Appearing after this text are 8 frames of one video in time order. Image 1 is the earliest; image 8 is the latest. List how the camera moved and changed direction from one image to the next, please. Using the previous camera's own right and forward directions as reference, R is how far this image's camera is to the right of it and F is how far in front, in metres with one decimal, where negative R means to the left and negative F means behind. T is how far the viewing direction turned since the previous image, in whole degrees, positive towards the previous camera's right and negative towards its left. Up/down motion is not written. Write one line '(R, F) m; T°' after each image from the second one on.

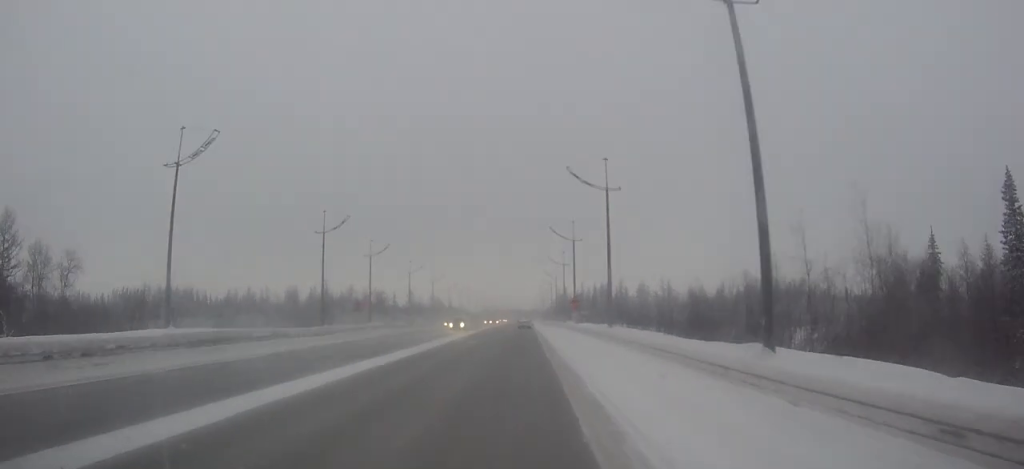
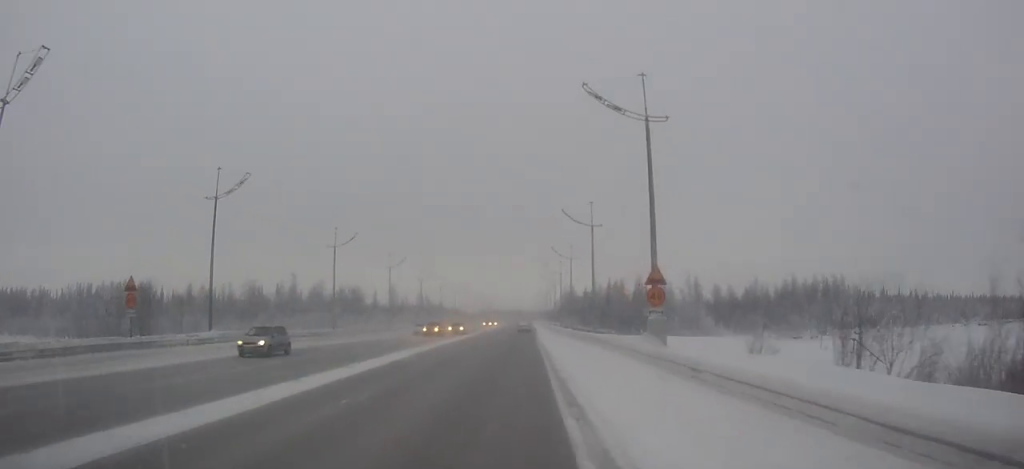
(-0.1, +39.5) m; 0°
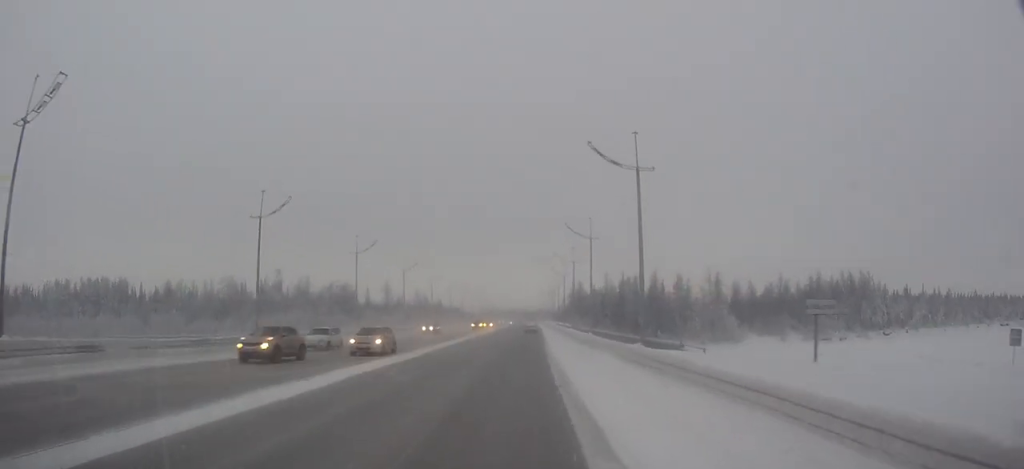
(0.0, +19.2) m; 0°
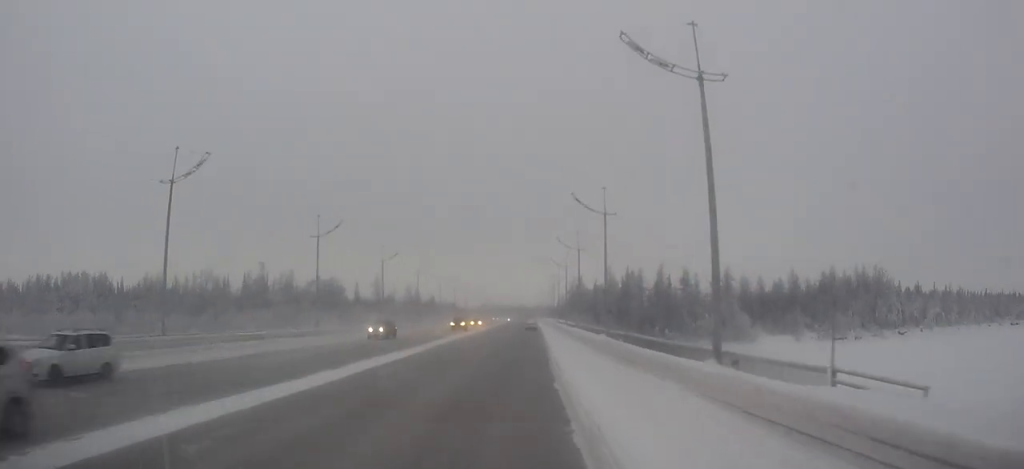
(0.0, +12.2) m; 0°
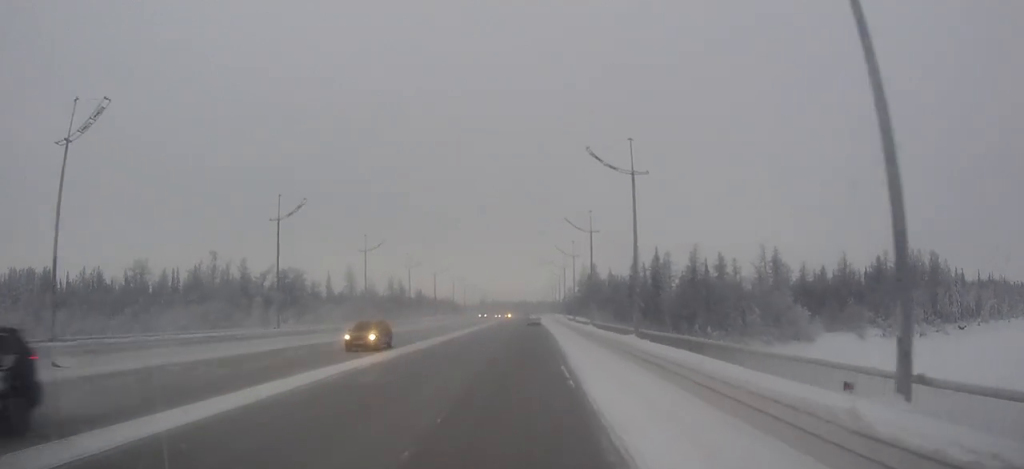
(0.0, +35.5) m; 0°
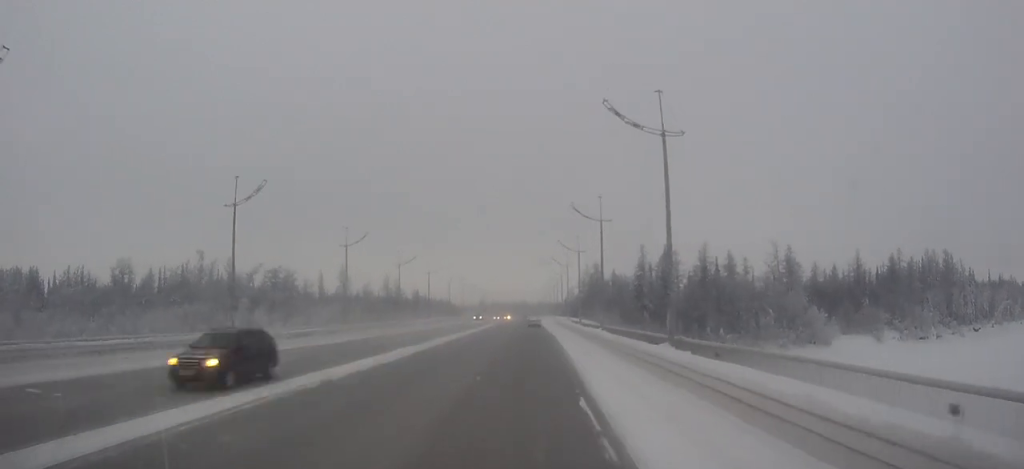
(0.0, +7.7) m; 0°
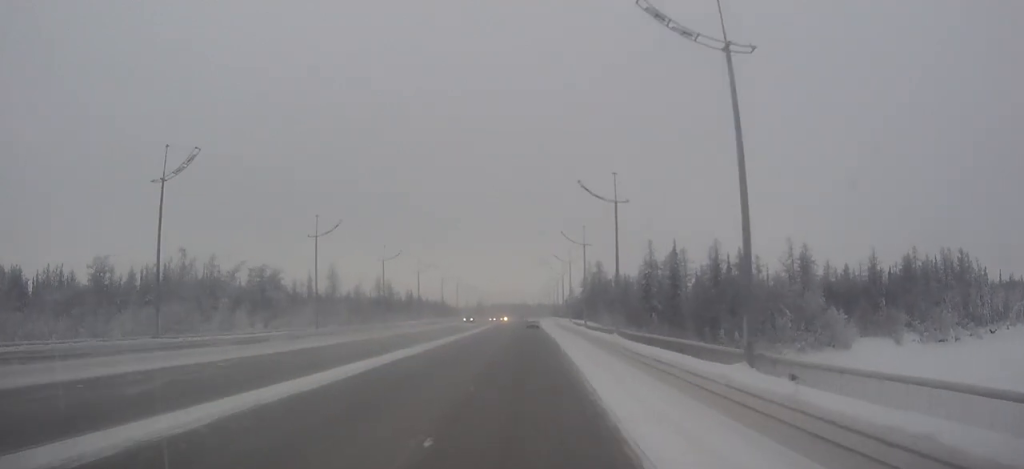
(0.0, +9.1) m; 0°
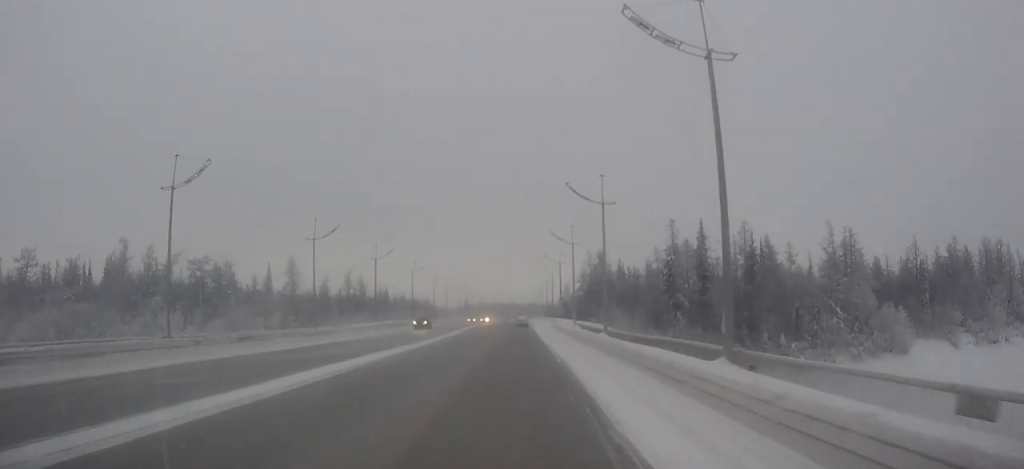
(+0.1, +23.3) m; 0°
